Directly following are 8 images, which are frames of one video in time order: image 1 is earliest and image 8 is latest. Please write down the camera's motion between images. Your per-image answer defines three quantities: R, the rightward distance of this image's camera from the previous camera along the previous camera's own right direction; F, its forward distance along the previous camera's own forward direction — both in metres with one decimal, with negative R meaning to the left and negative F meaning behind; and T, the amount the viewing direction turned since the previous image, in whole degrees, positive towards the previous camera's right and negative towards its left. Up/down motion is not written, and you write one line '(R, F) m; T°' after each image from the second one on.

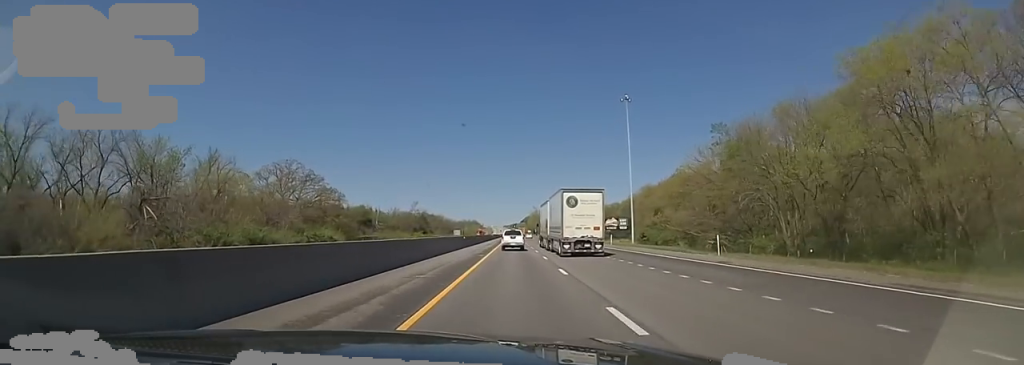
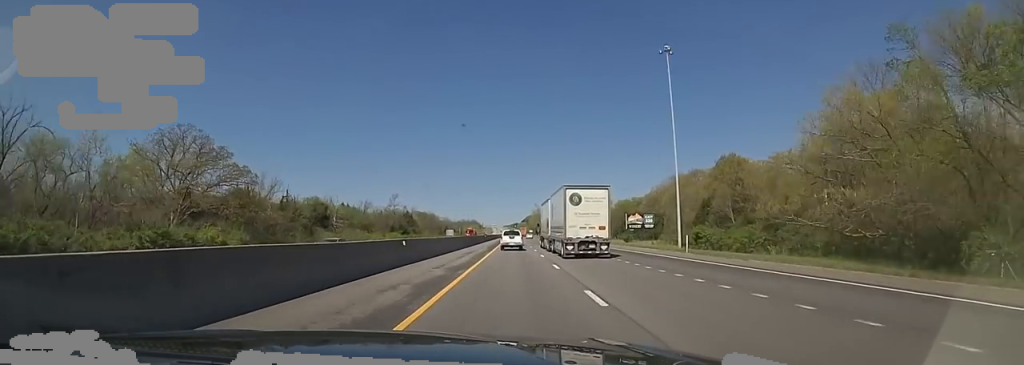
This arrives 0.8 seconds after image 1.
(+0.2, +26.8) m; 0°
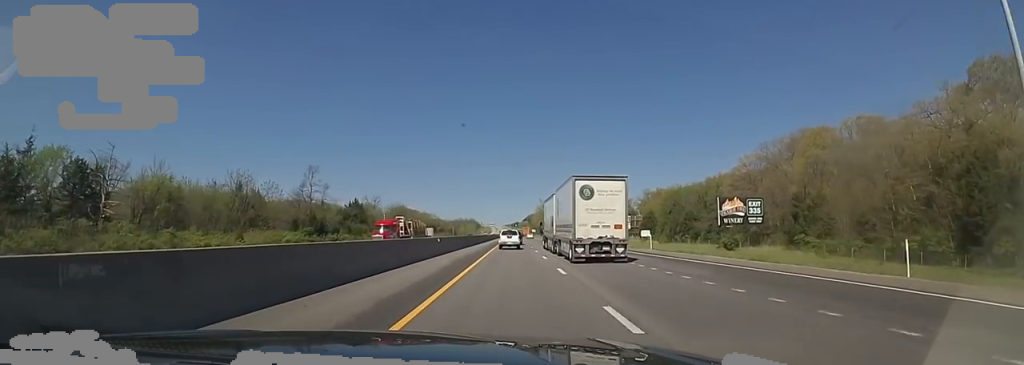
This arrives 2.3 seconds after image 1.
(0.0, +51.4) m; 0°
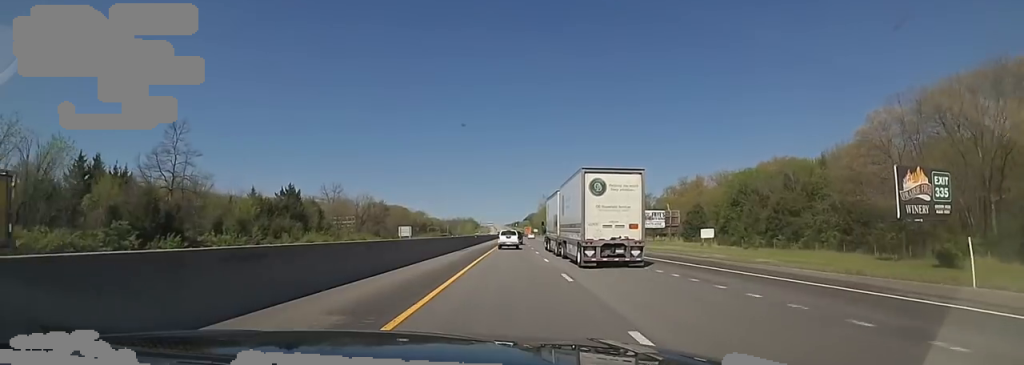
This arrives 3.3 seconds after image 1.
(0.0, +31.4) m; 0°
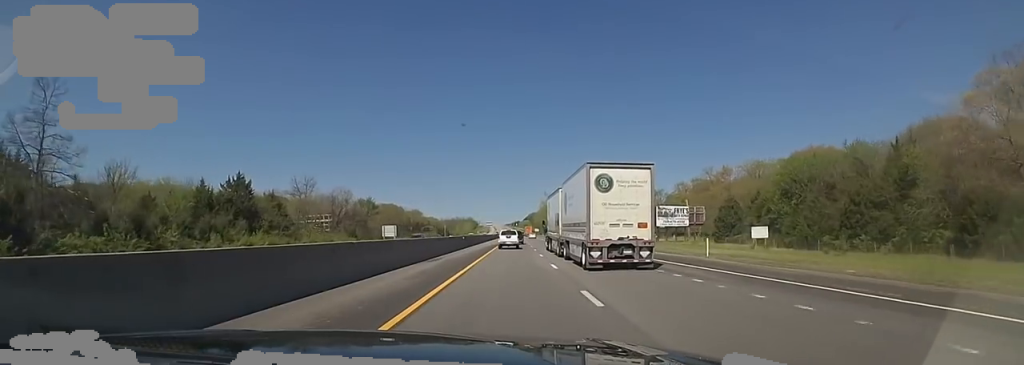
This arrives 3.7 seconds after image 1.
(0.0, +14.6) m; 0°
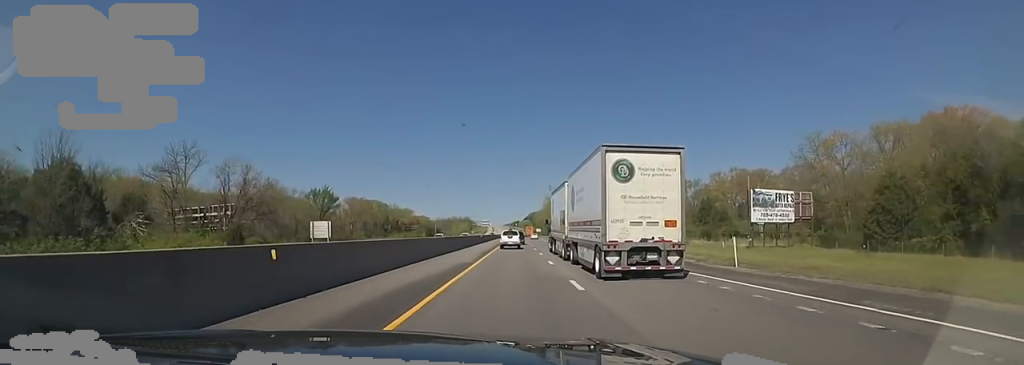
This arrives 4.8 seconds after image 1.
(0.0, +36.0) m; 0°
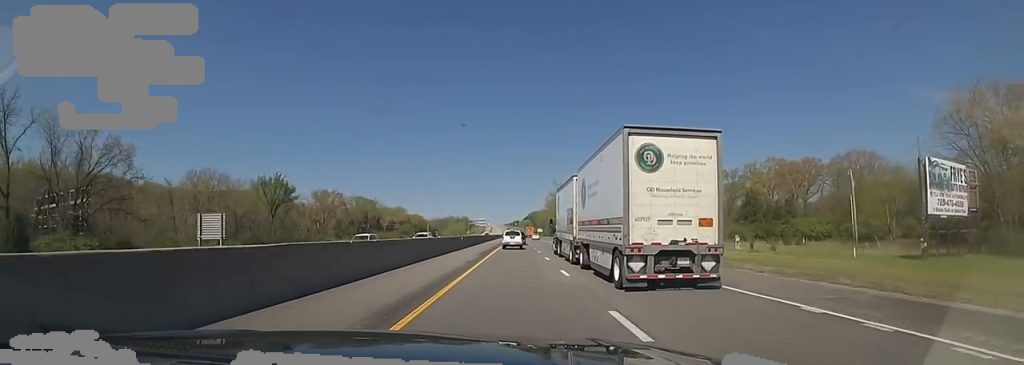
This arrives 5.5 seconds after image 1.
(0.0, +24.9) m; 0°
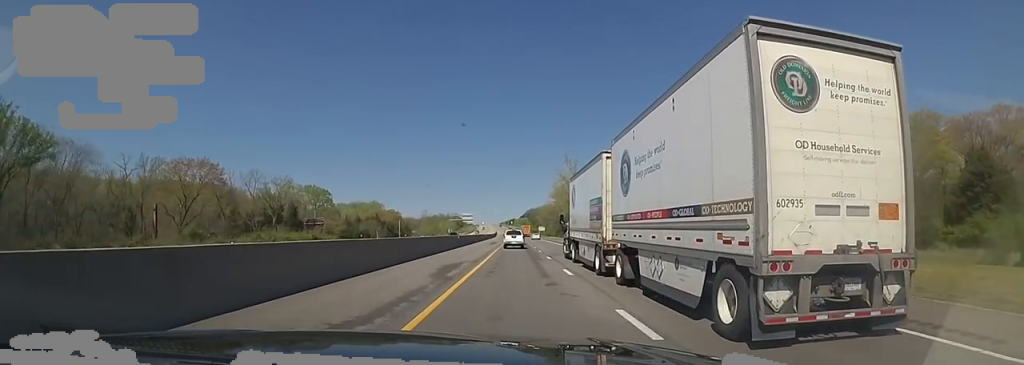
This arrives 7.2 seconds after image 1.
(0.0, +58.5) m; 0°
